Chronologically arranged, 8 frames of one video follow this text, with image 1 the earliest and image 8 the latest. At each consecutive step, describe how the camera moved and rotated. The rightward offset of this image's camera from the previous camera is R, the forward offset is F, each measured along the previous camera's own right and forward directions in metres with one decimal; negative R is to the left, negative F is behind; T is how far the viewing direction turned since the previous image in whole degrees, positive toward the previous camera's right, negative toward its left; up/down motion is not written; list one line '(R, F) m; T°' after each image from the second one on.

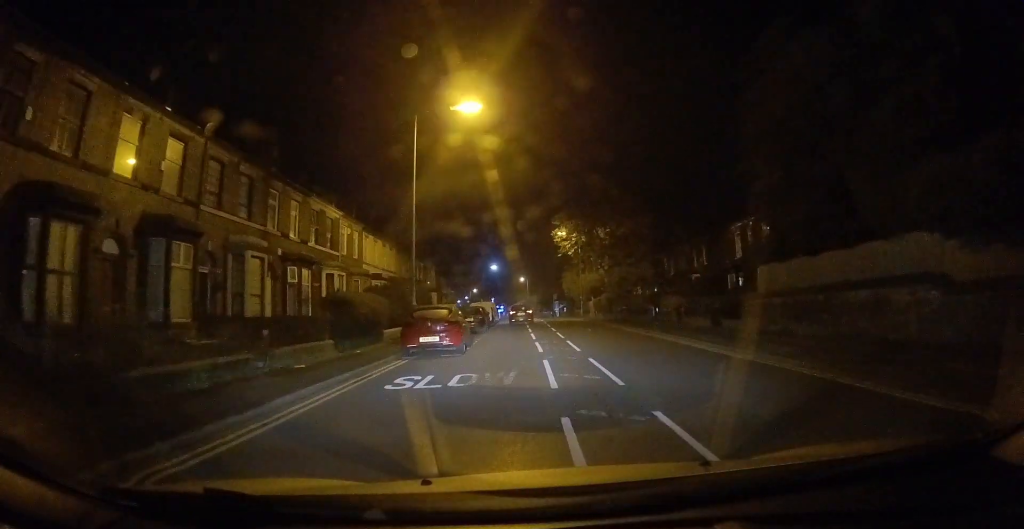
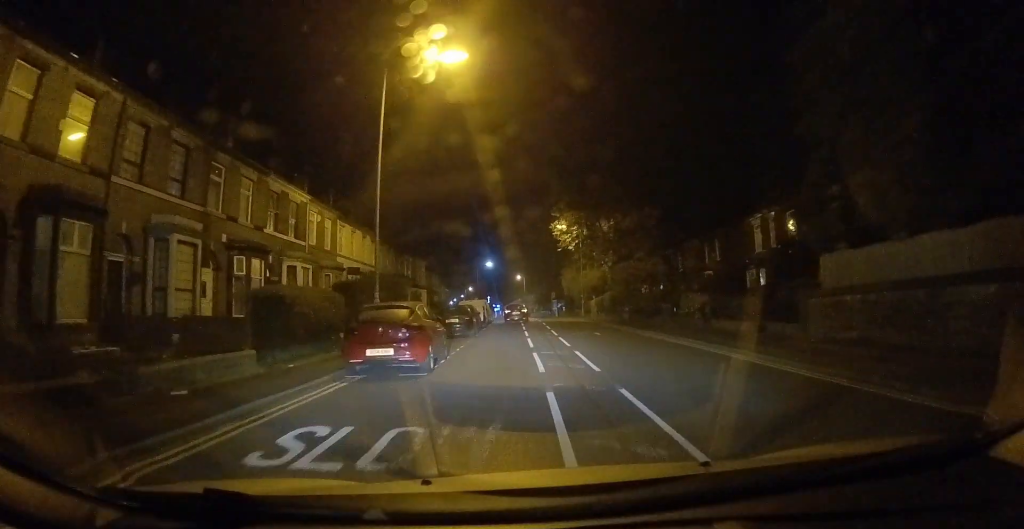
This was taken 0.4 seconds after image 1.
(+0.2, +4.6) m; +1°
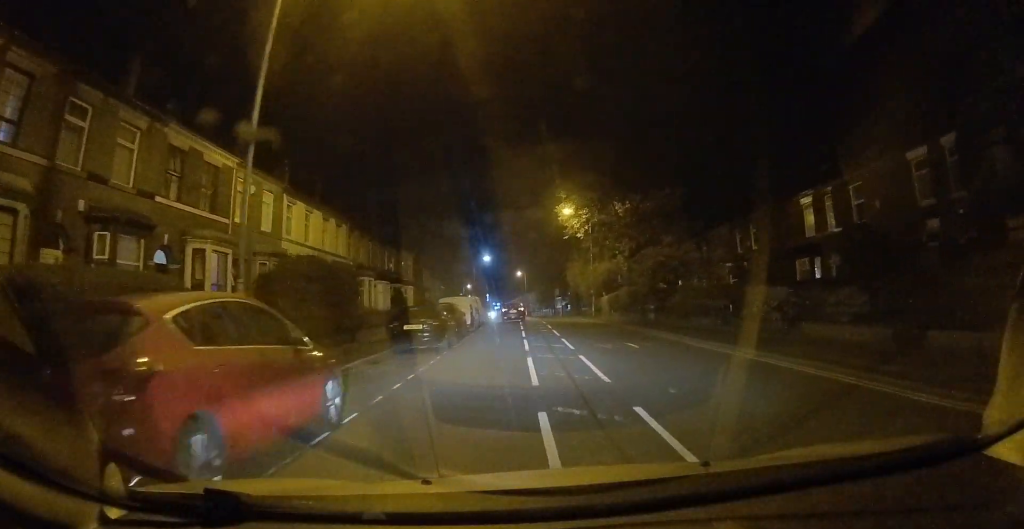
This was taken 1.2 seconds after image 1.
(+0.1, +7.8) m; -1°
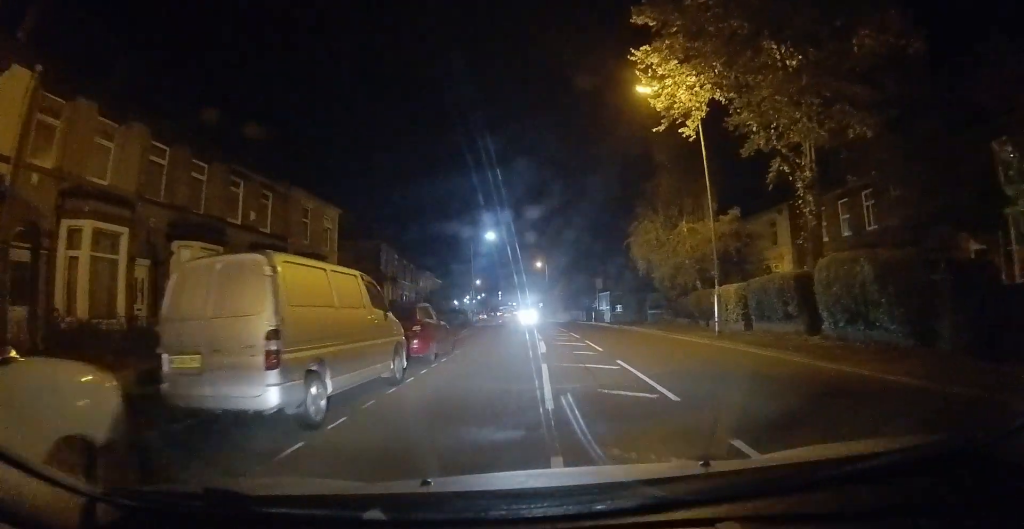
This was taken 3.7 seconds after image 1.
(+0.2, +27.0) m; 0°
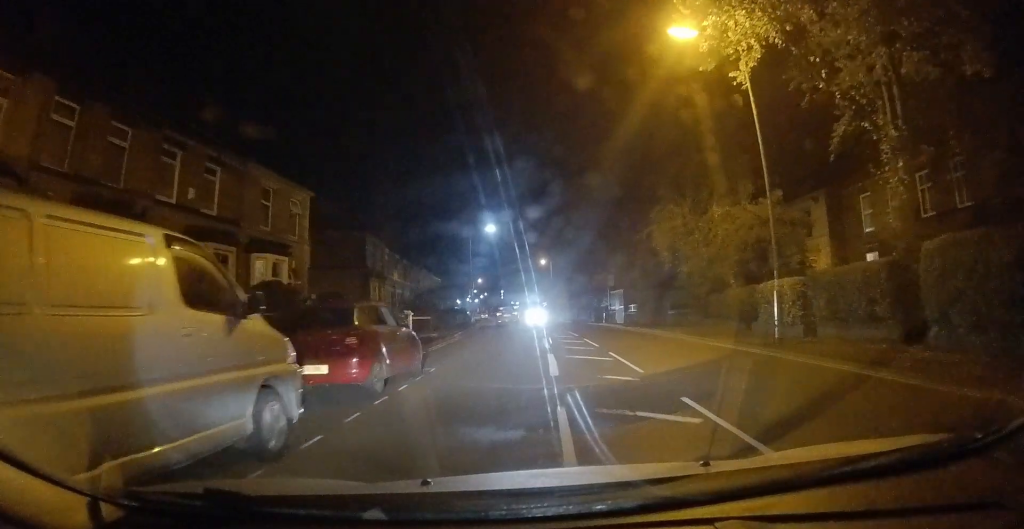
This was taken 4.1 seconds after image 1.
(-0.4, +4.7) m; -2°
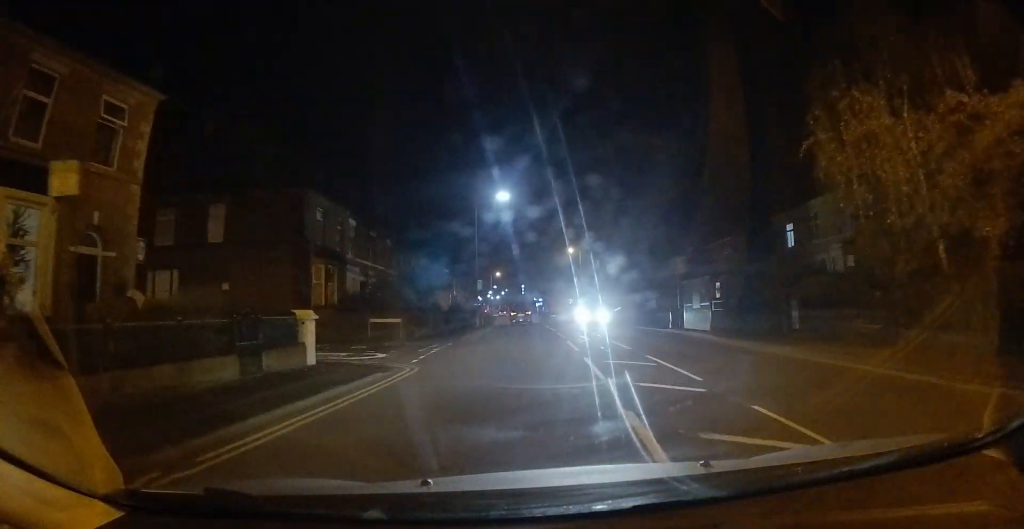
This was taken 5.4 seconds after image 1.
(-0.6, +14.0) m; -3°
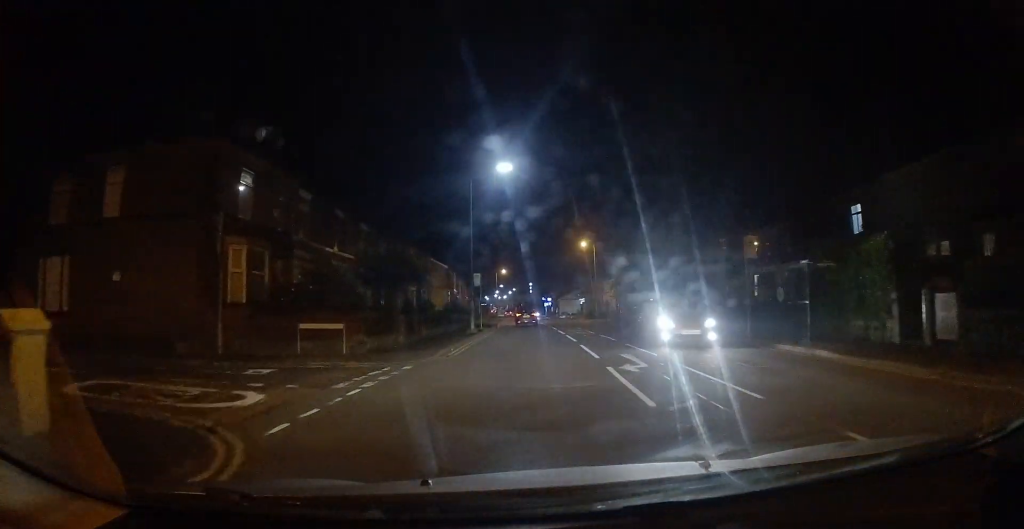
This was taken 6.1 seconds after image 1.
(-0.1, +7.9) m; 0°
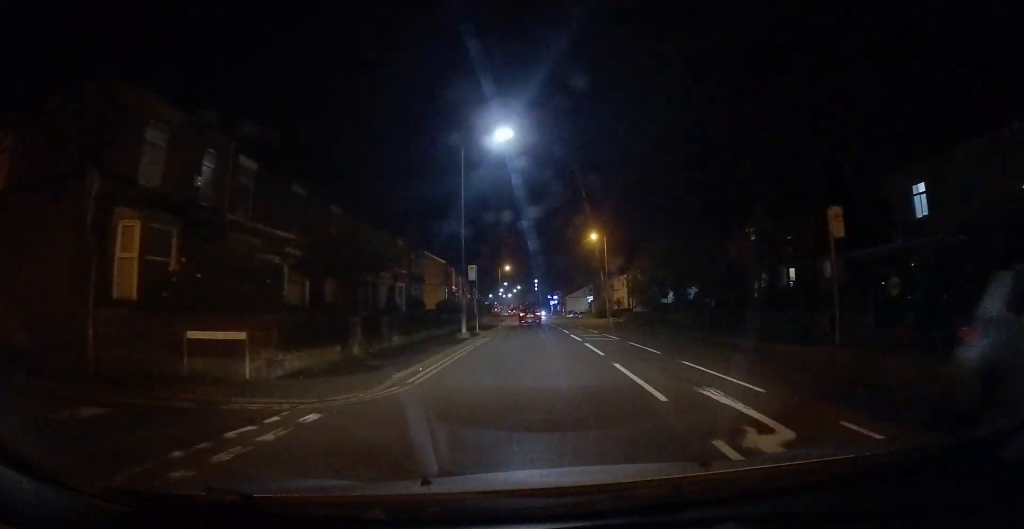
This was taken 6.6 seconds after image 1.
(-0.2, +5.7) m; 0°
